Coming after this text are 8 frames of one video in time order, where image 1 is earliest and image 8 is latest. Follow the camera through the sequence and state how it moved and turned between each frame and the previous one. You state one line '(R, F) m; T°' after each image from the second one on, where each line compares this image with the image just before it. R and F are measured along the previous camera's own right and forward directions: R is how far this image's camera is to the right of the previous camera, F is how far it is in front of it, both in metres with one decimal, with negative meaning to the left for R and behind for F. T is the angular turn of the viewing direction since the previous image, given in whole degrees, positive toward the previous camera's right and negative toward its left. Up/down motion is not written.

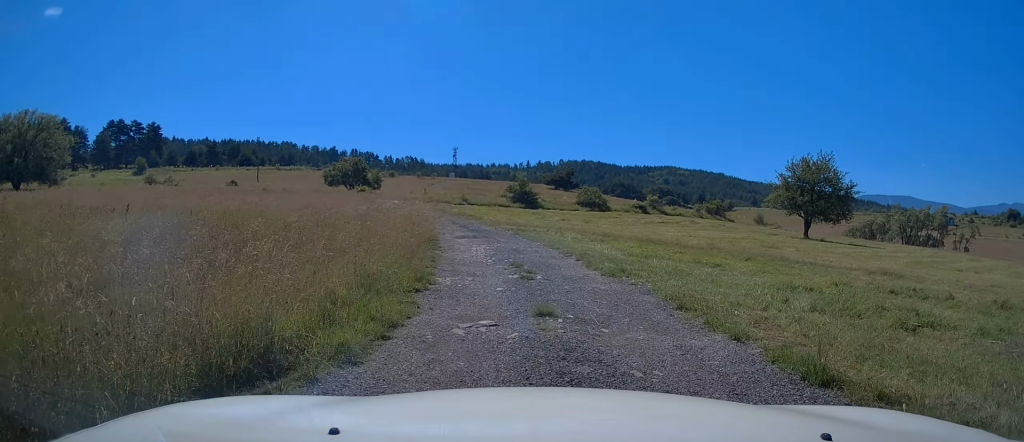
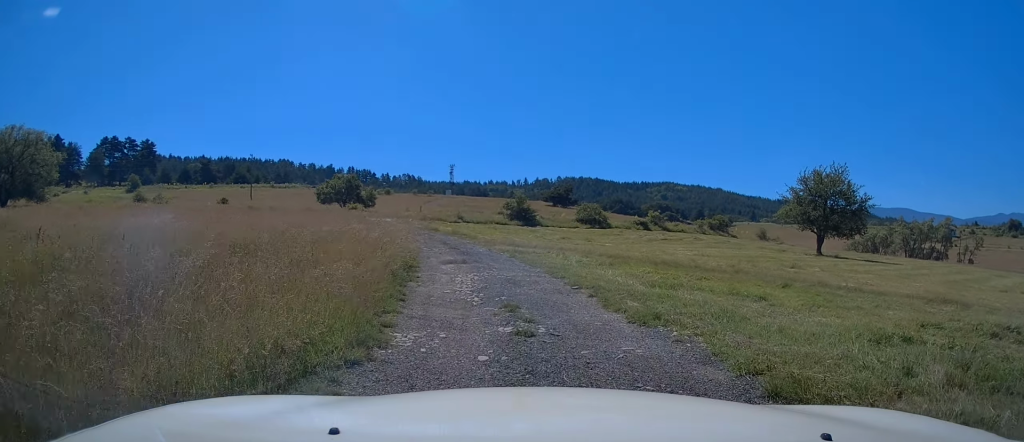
(-0.1, +3.1) m; -1°
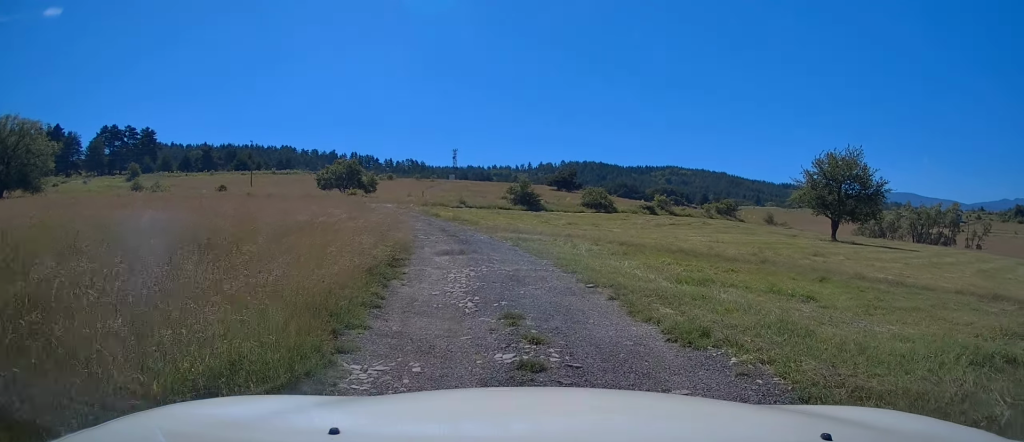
(0.0, +1.9) m; +1°
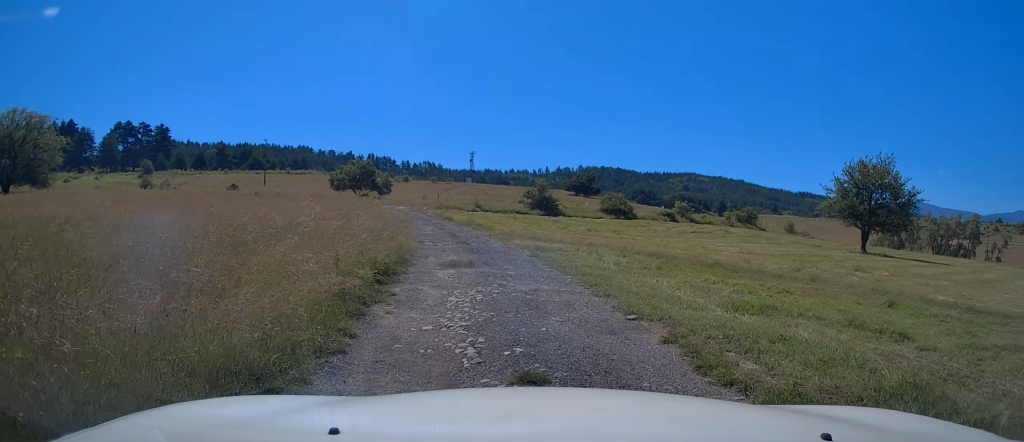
(0.0, +2.3) m; +2°
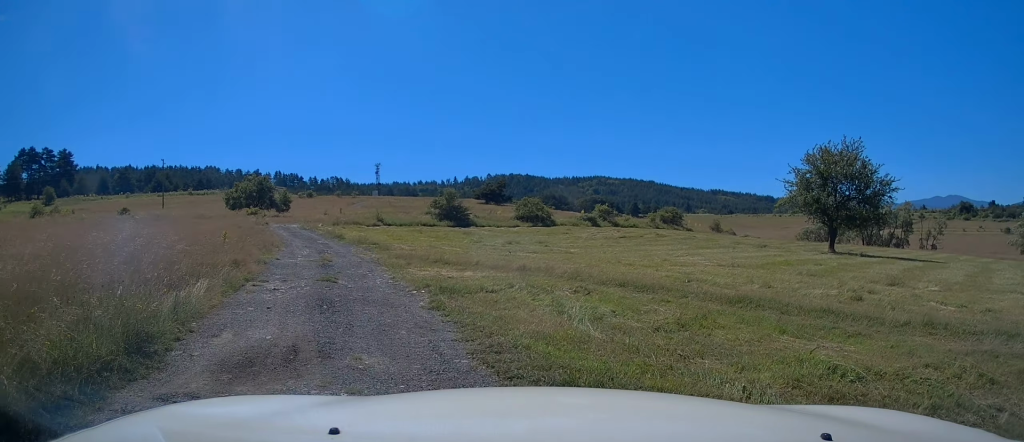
(+0.2, +7.8) m; +5°
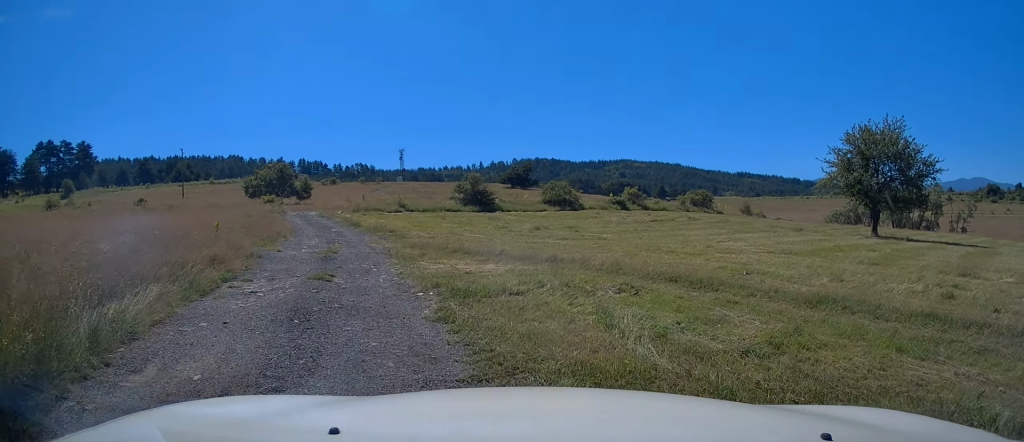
(0.0, +2.1) m; -8°
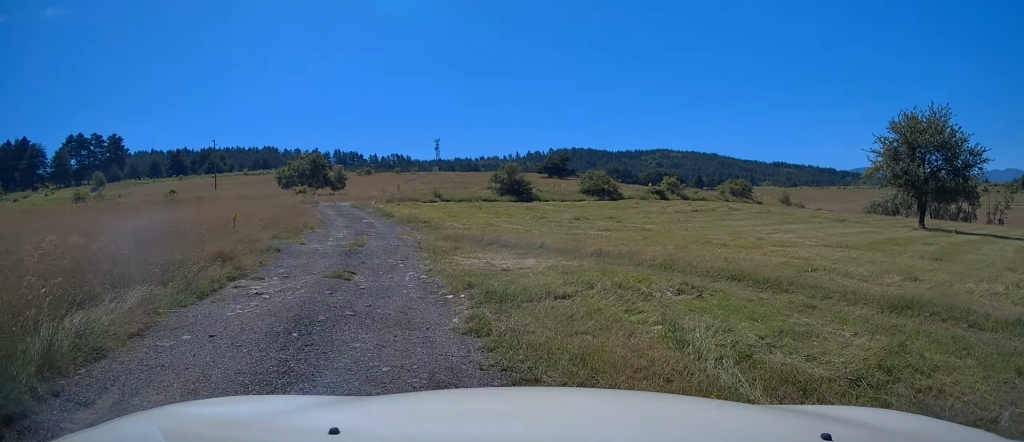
(0.0, +1.2) m; -6°
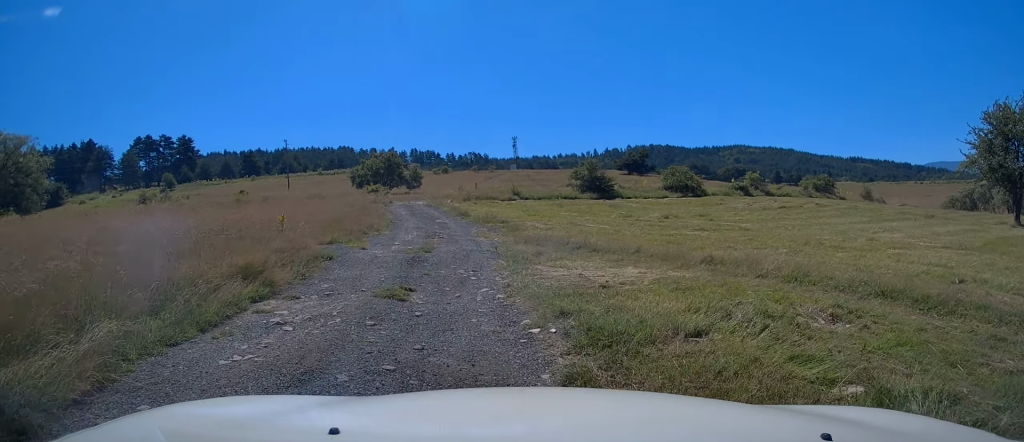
(-0.3, +1.9) m; -5°
